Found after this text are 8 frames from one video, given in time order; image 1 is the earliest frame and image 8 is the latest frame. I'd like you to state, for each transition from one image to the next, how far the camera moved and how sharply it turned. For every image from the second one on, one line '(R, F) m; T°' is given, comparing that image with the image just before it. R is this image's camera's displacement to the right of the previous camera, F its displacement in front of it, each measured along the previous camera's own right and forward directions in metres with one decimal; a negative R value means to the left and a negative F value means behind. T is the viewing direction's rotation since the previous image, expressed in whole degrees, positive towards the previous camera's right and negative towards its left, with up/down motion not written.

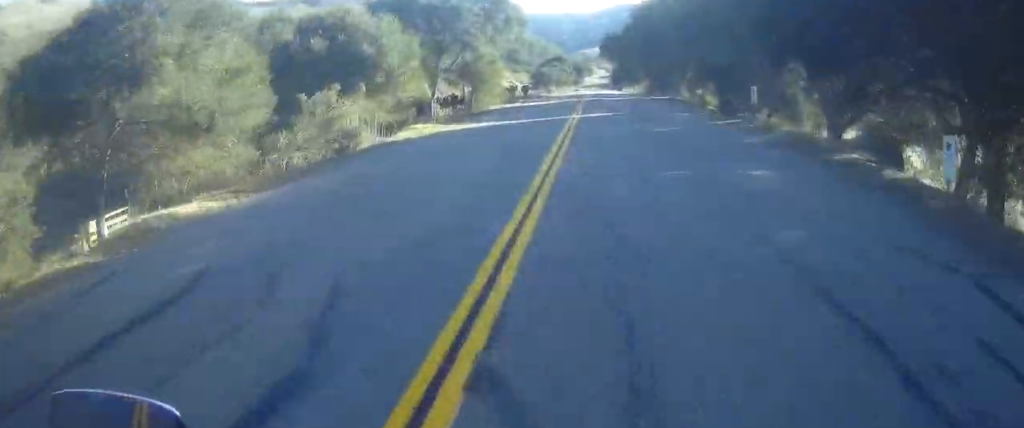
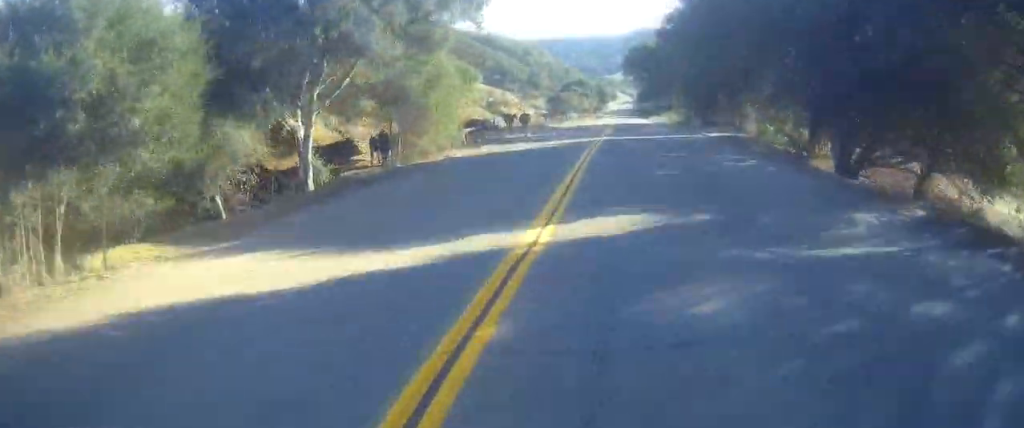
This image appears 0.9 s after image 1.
(+0.3, +19.2) m; +1°
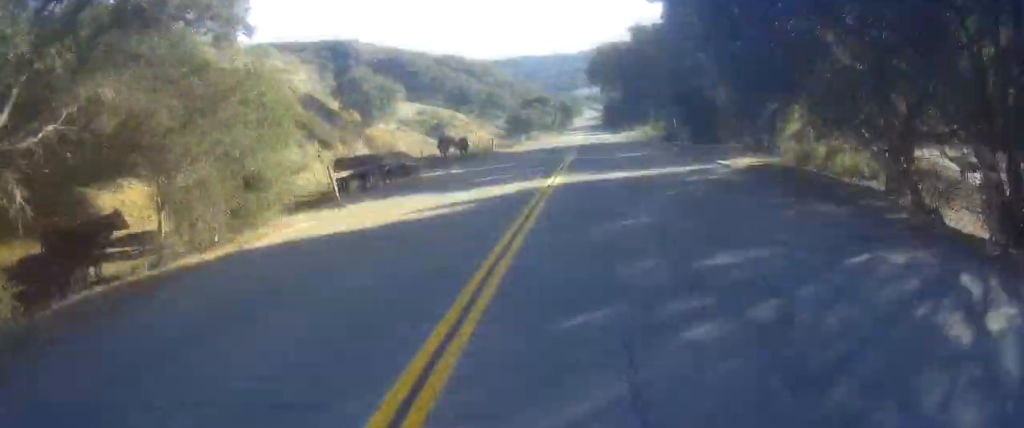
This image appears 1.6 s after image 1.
(+0.1, +12.8) m; 0°
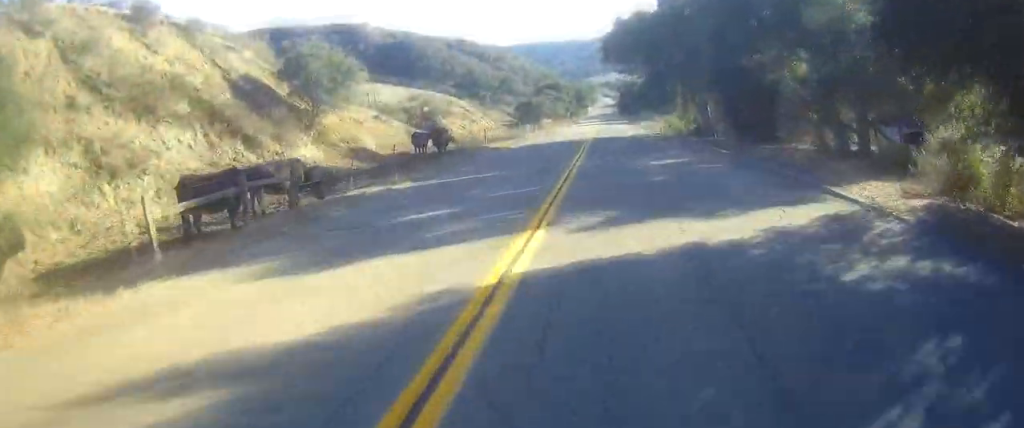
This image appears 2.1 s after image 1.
(0.0, +10.3) m; 0°
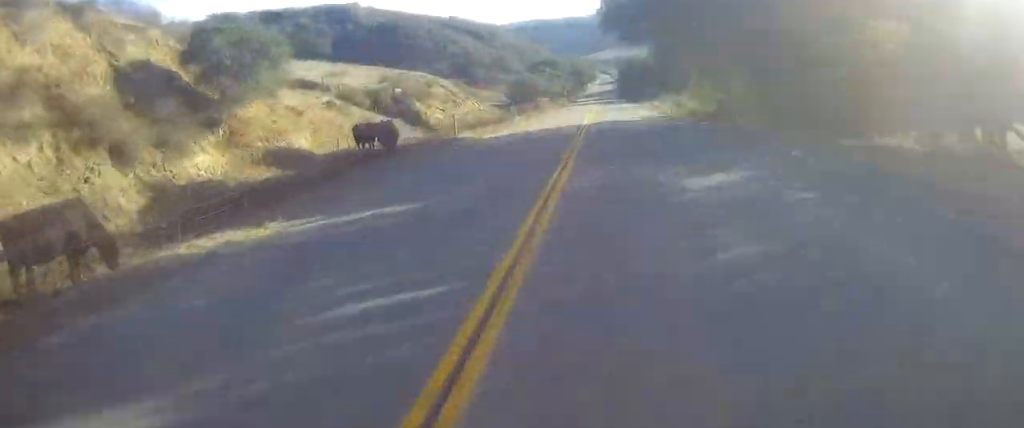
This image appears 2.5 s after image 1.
(+0.1, +9.0) m; 0°
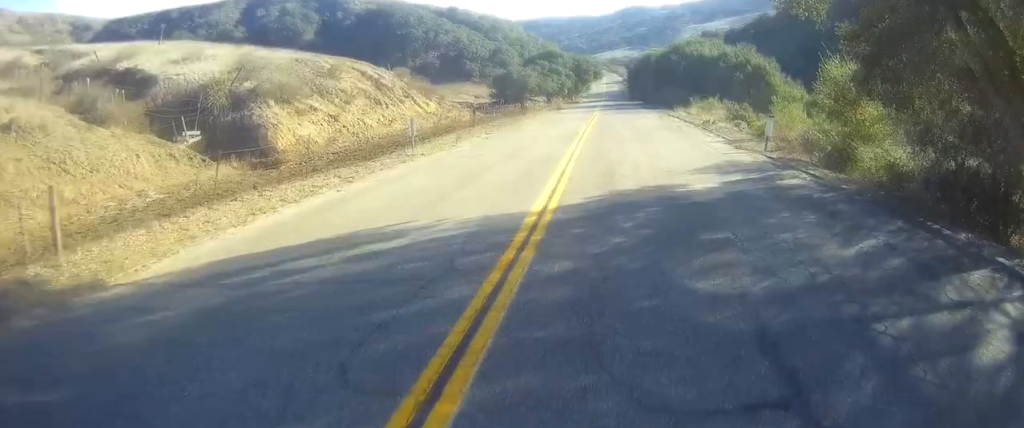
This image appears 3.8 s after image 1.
(-0.4, +26.5) m; -1°
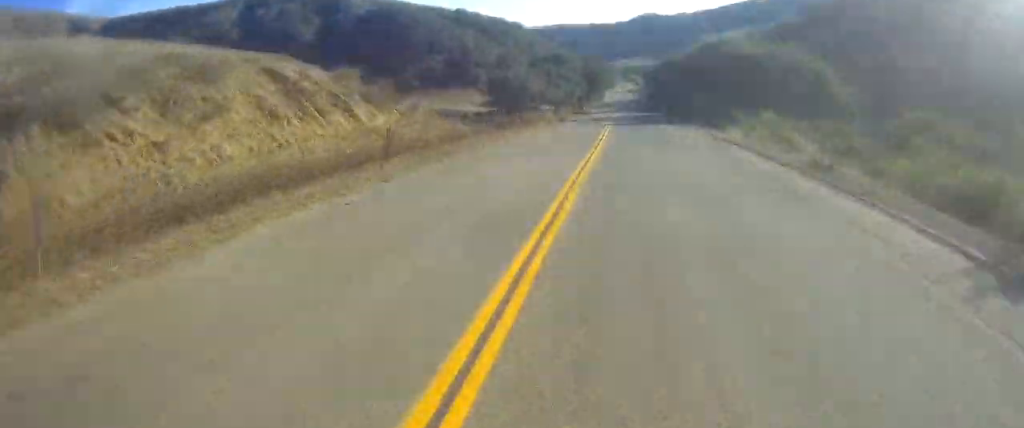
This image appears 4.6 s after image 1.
(+0.1, +15.7) m; -2°
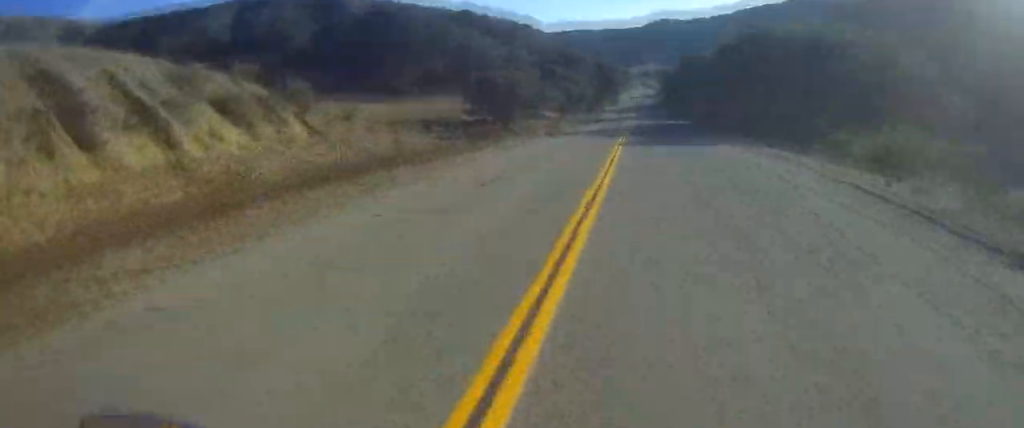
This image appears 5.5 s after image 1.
(-0.6, +17.9) m; -2°
